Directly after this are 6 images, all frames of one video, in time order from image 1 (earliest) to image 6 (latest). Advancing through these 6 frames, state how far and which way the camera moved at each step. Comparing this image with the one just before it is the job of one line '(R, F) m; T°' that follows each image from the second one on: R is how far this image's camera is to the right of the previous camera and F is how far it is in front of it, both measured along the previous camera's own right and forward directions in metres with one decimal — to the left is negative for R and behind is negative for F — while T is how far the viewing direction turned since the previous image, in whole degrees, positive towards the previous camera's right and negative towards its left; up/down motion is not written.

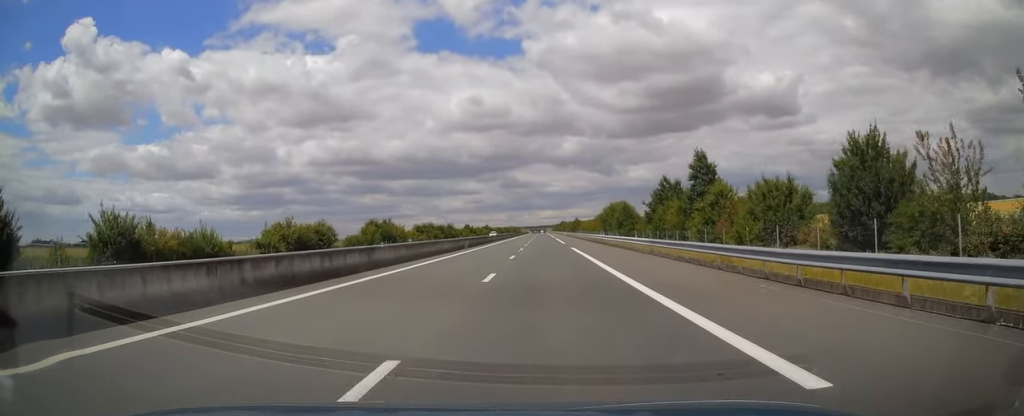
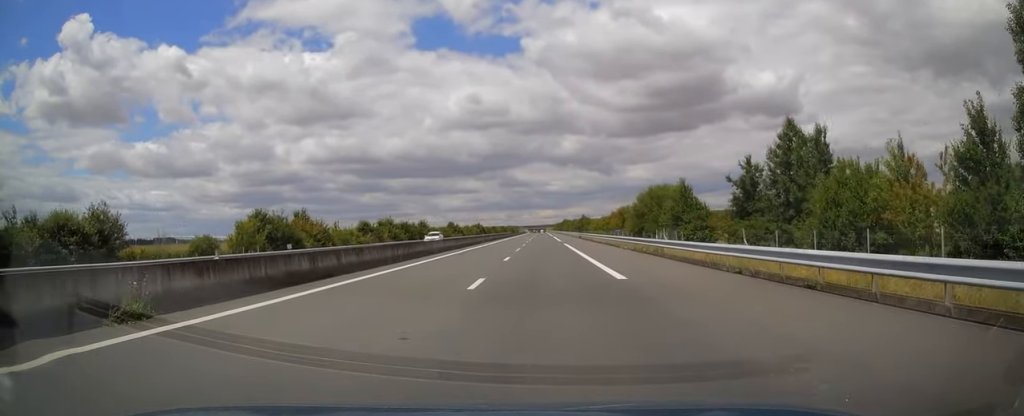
(+0.1, +41.2) m; 0°
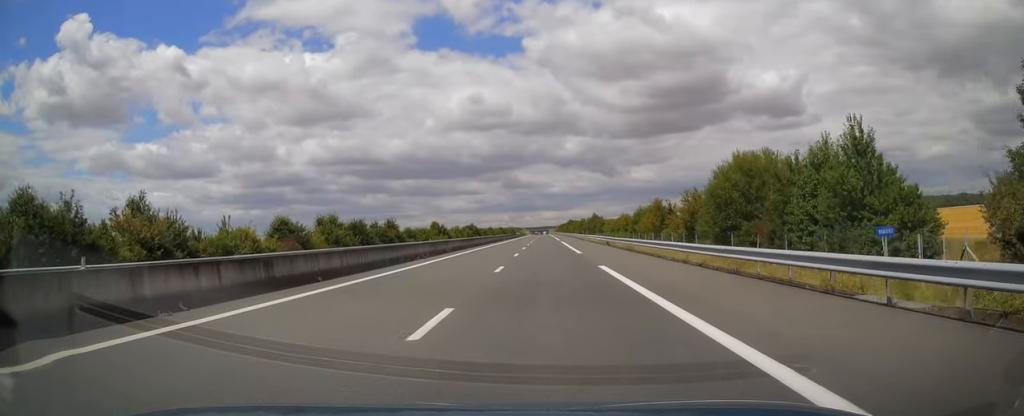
(0.0, +32.4) m; 0°
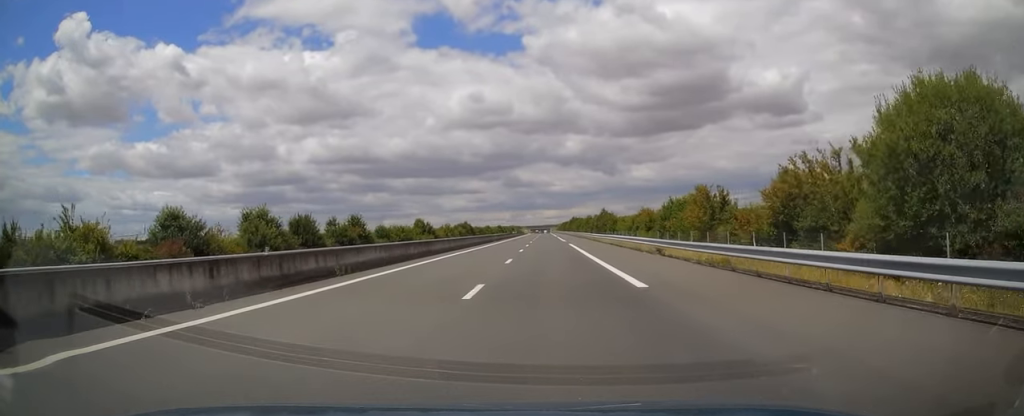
(+0.1, +21.5) m; -1°
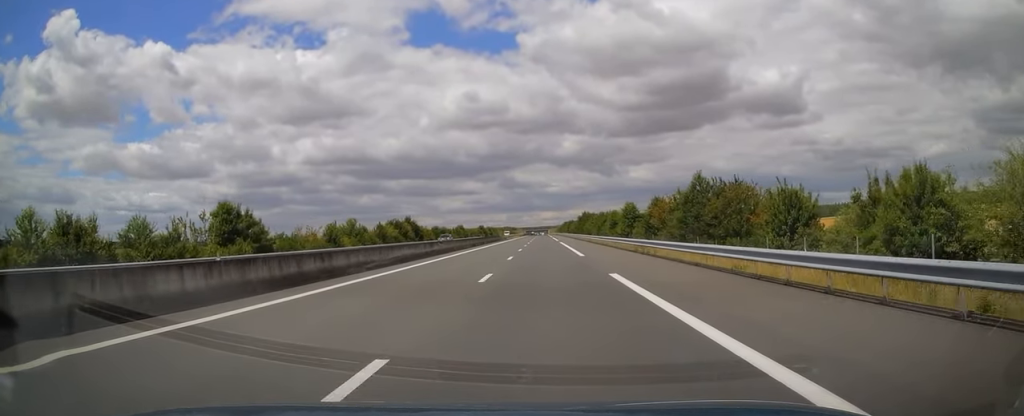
(+0.9, +85.7) m; +1°
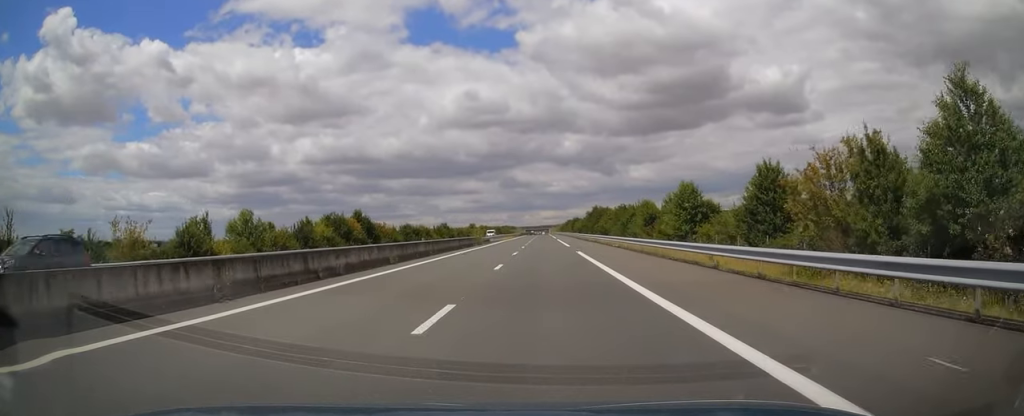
(-0.1, +34.1) m; -1°
